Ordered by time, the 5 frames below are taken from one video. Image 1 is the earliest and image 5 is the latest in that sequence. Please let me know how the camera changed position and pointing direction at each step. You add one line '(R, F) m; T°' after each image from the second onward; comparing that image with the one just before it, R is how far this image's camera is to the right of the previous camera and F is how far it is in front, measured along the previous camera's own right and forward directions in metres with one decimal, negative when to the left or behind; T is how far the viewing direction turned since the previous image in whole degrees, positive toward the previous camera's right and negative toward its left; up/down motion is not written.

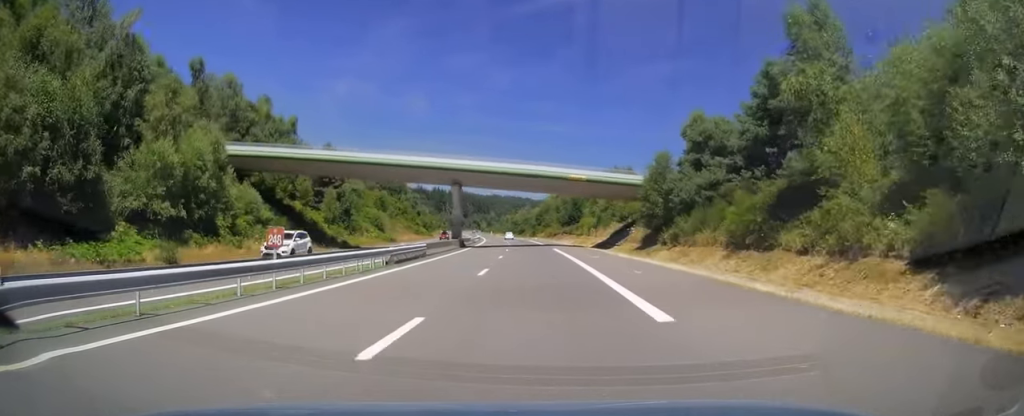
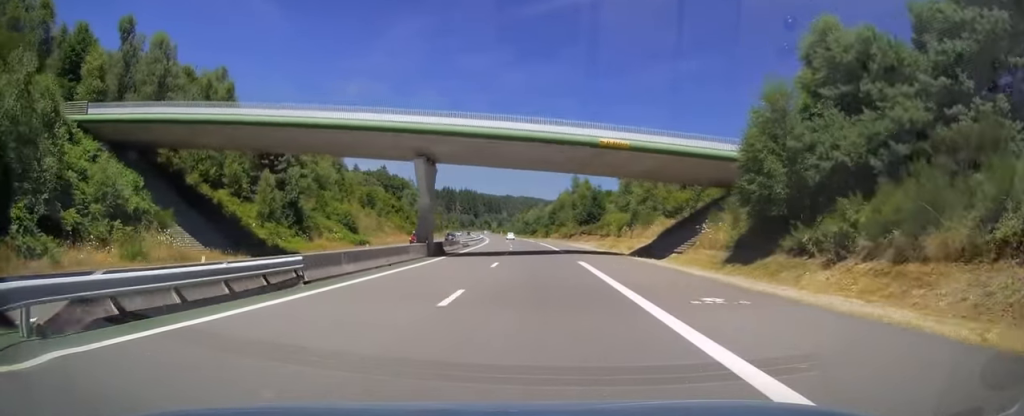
(-0.2, +21.3) m; -1°
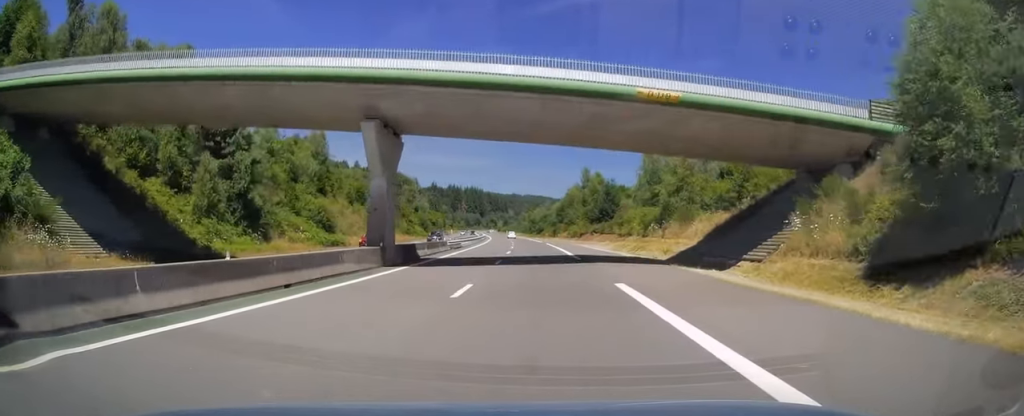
(-0.2, +11.9) m; -1°
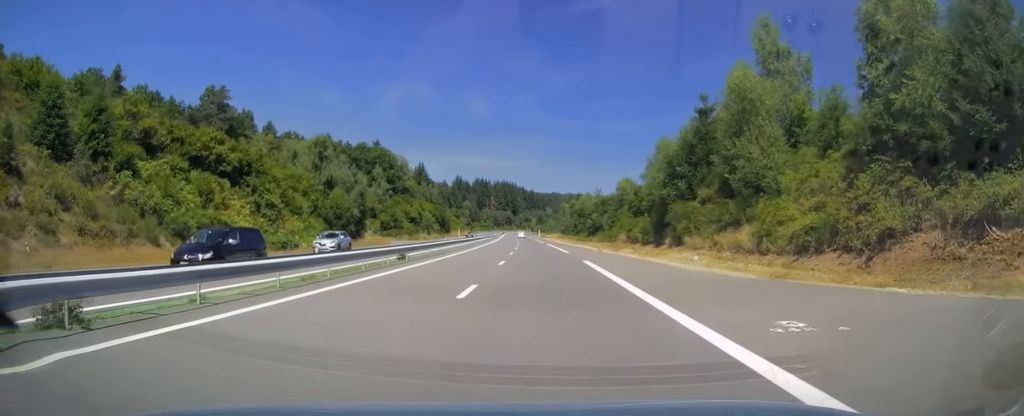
(-3.5, +91.6) m; -4°
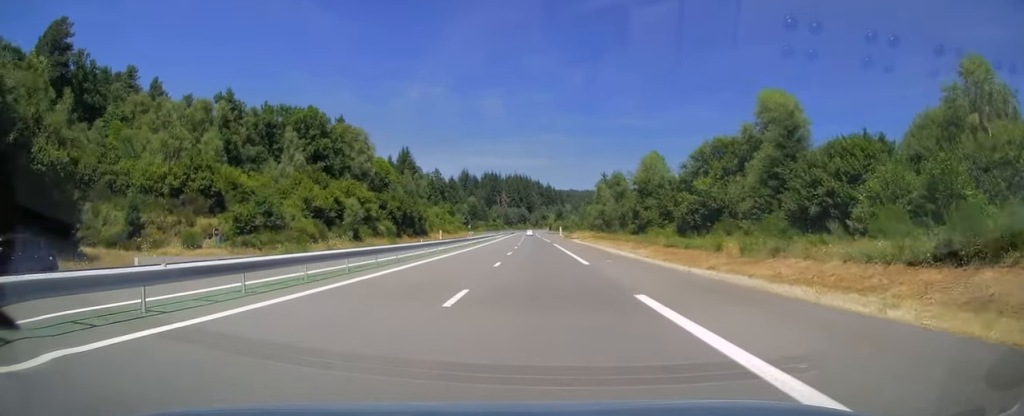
(-1.1, +66.6) m; -2°
